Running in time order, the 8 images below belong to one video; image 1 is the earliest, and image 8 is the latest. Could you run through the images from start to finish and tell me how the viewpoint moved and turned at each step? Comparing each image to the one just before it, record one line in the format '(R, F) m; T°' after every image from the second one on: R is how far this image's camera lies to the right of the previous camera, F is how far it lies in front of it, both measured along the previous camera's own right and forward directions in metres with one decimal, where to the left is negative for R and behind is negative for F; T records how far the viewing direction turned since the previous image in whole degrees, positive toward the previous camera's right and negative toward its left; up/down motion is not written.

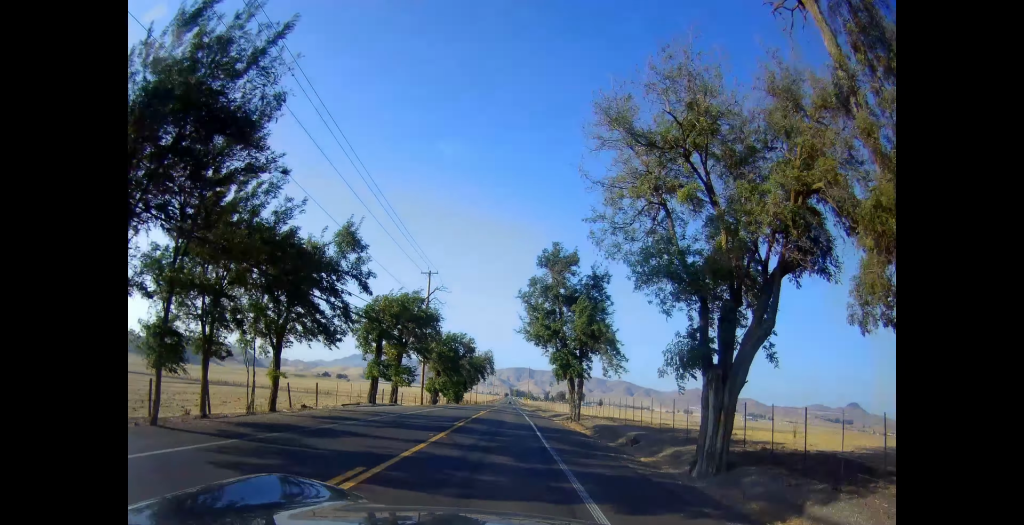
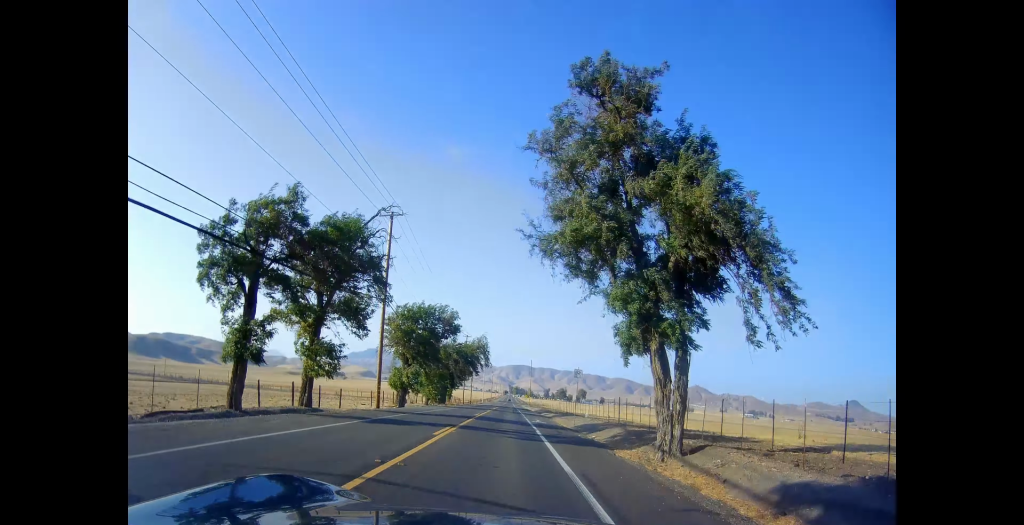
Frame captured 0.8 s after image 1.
(+0.2, +19.7) m; 0°
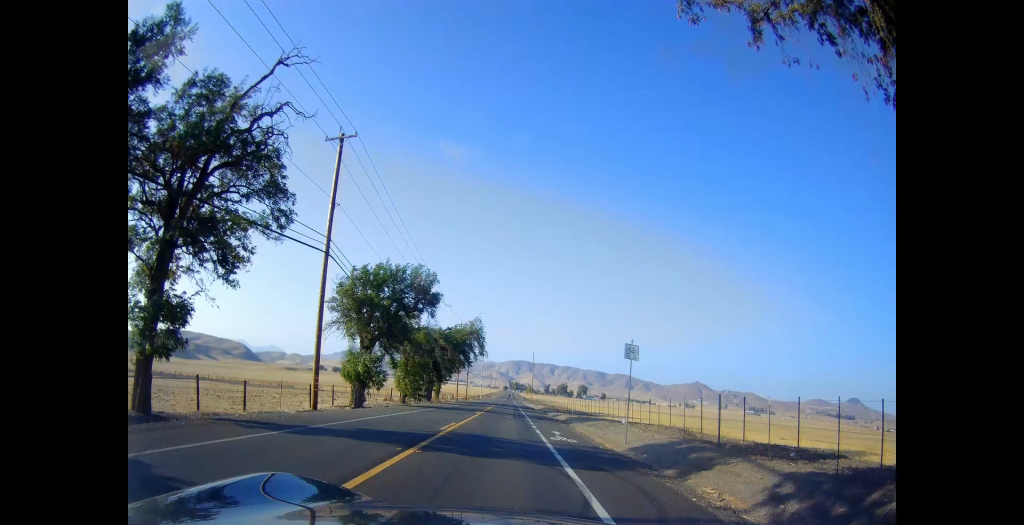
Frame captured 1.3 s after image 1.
(-0.2, +14.1) m; -1°
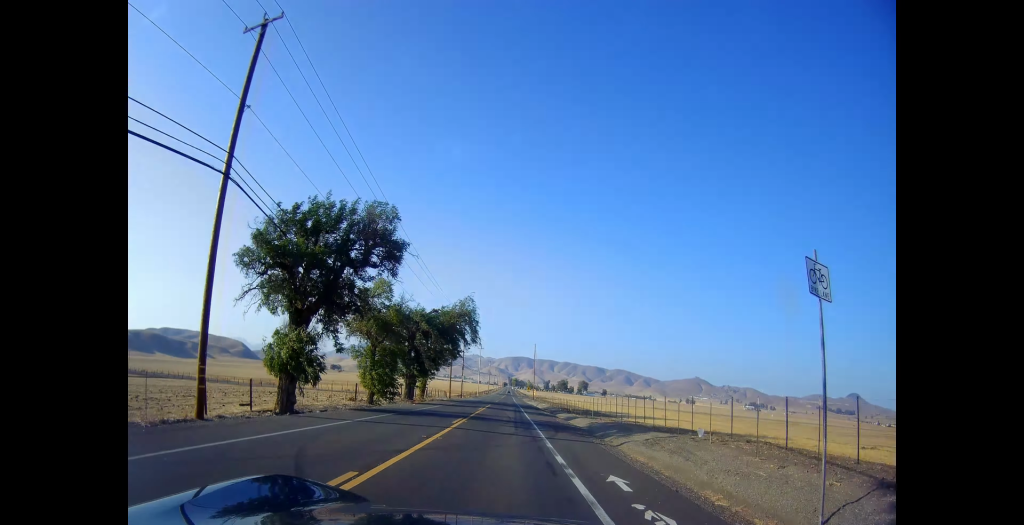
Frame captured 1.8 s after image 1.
(-0.1, +11.9) m; 0°
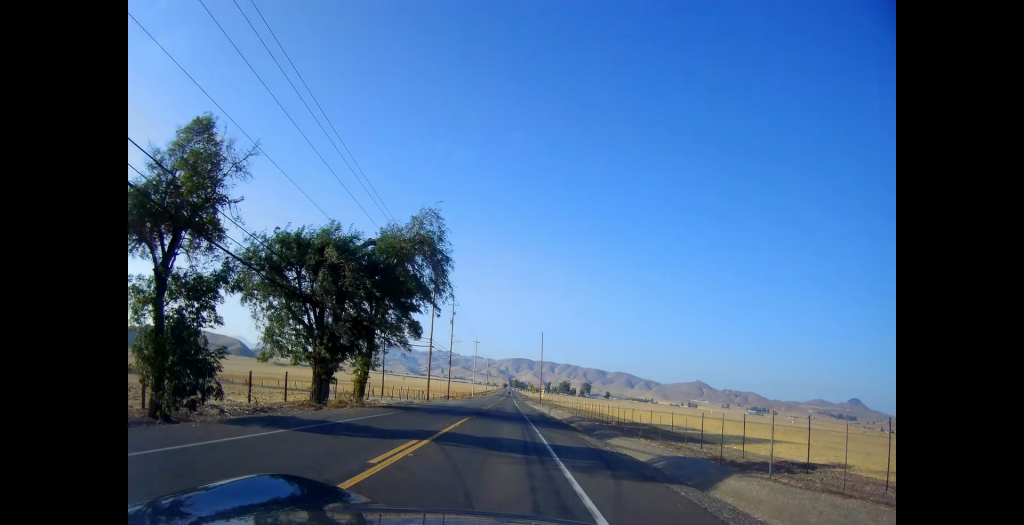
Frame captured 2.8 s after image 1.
(0.0, +25.7) m; 0°
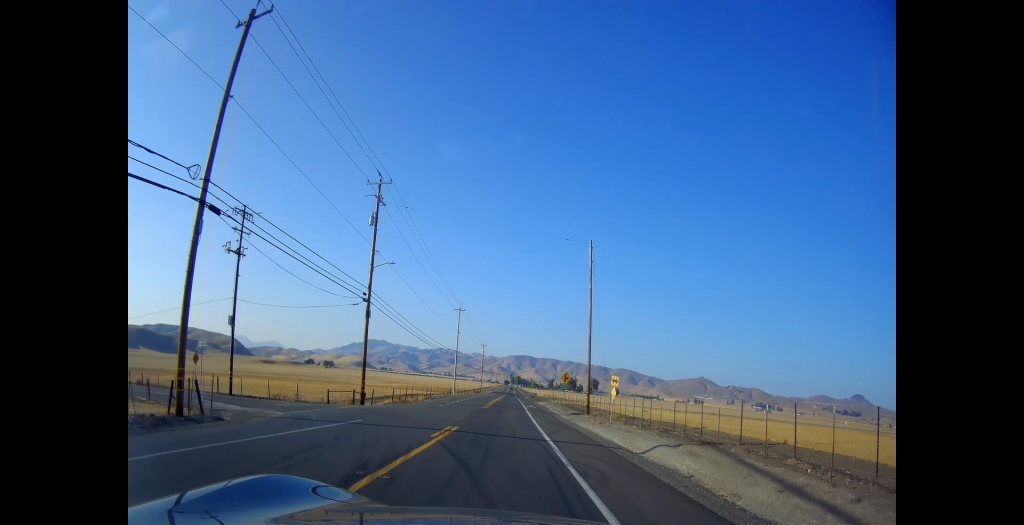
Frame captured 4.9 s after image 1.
(0.0, +56.1) m; 0°
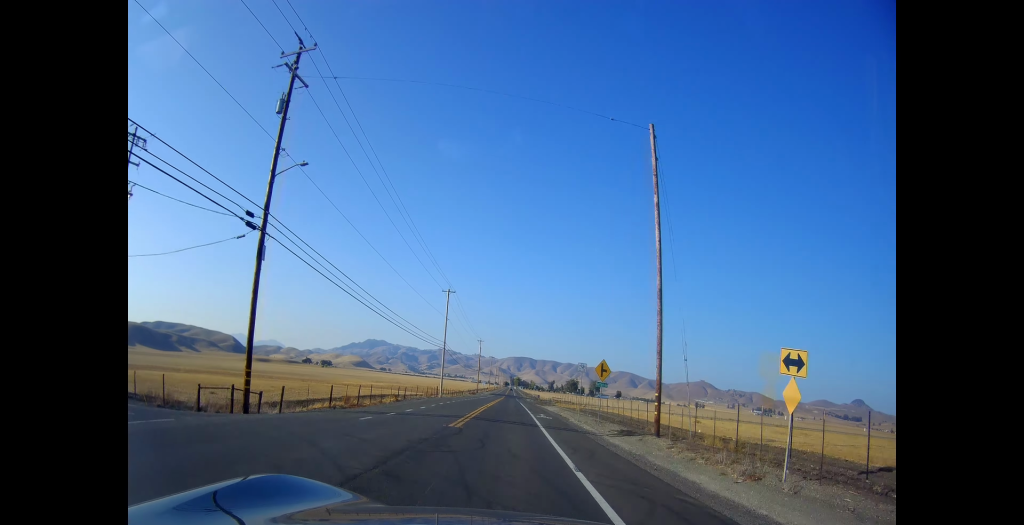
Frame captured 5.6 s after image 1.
(0.0, +18.4) m; 0°
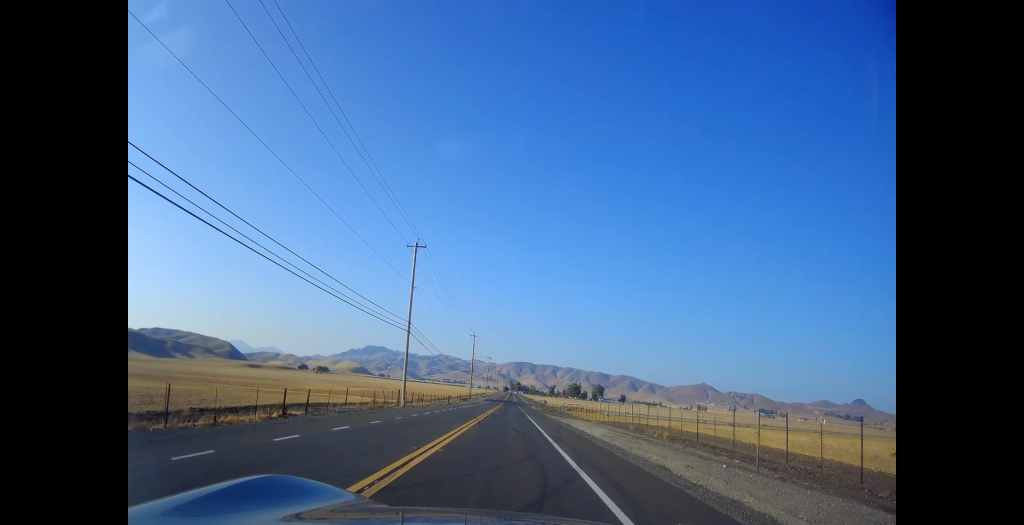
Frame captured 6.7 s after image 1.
(0.0, +28.2) m; 0°
